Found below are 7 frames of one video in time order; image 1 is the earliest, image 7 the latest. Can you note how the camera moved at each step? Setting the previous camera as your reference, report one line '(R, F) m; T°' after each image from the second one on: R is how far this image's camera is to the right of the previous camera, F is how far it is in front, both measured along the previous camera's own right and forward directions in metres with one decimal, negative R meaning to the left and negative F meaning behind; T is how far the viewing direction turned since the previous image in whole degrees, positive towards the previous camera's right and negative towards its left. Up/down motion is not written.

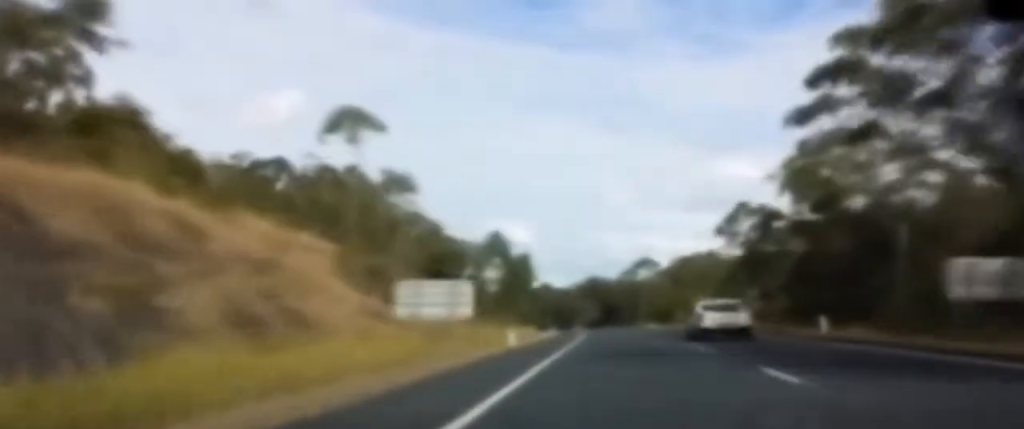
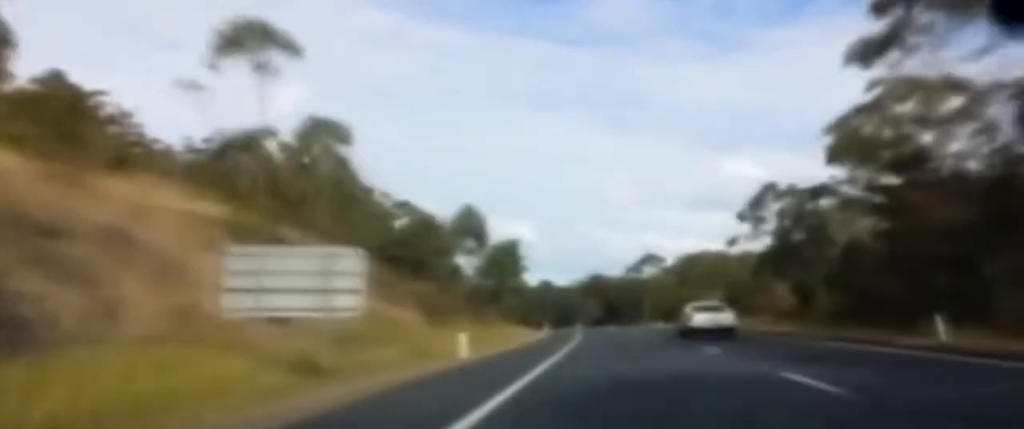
(+0.1, +13.5) m; 0°
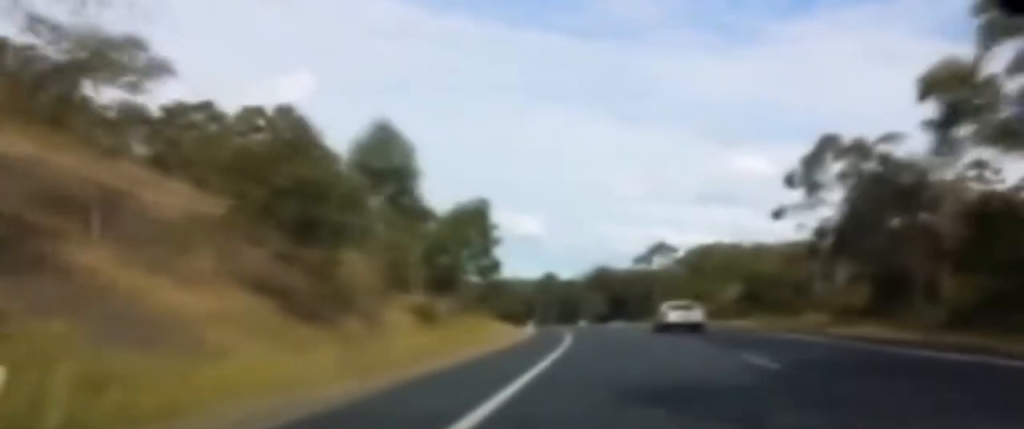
(0.0, +19.5) m; -1°
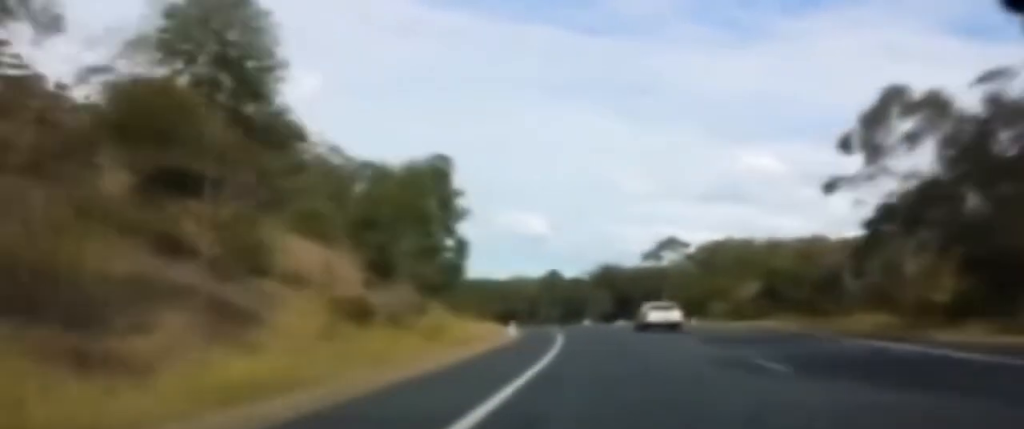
(0.0, +12.7) m; -1°
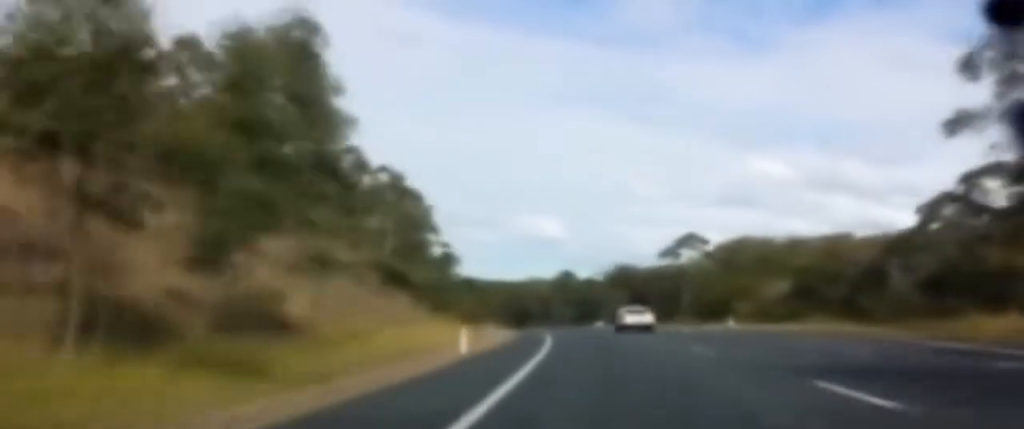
(-0.2, +17.4) m; -1°
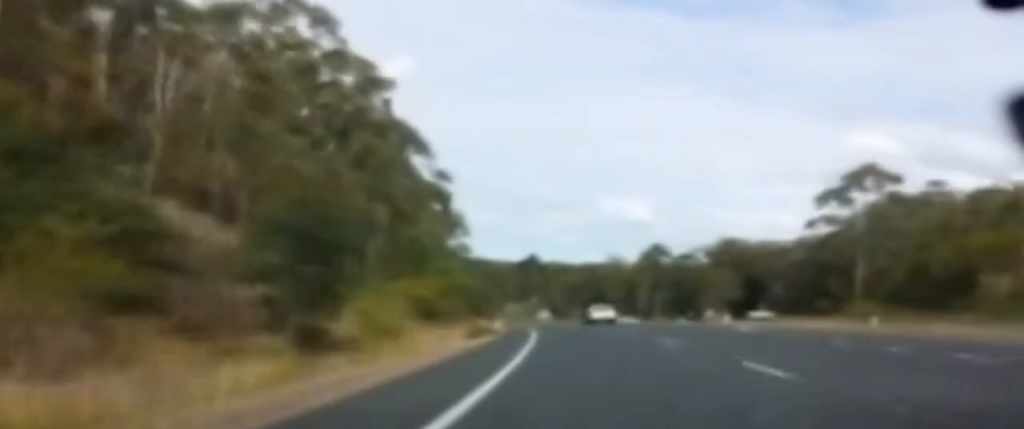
(-2.9, +67.7) m; -5°
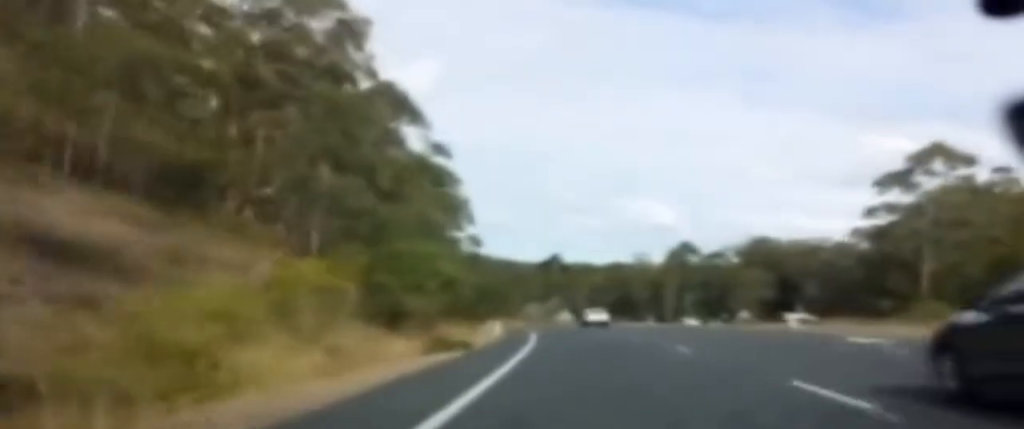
(-0.2, +16.1) m; -1°
